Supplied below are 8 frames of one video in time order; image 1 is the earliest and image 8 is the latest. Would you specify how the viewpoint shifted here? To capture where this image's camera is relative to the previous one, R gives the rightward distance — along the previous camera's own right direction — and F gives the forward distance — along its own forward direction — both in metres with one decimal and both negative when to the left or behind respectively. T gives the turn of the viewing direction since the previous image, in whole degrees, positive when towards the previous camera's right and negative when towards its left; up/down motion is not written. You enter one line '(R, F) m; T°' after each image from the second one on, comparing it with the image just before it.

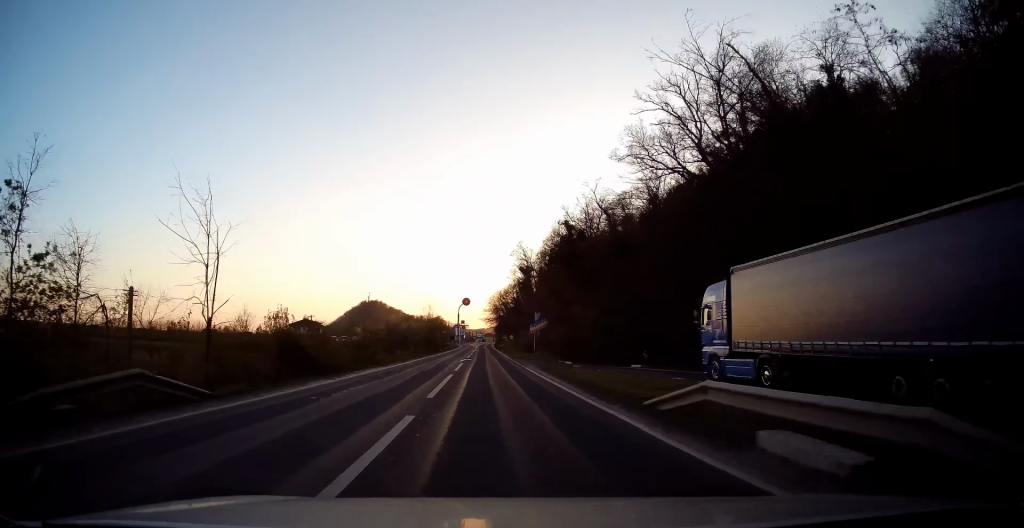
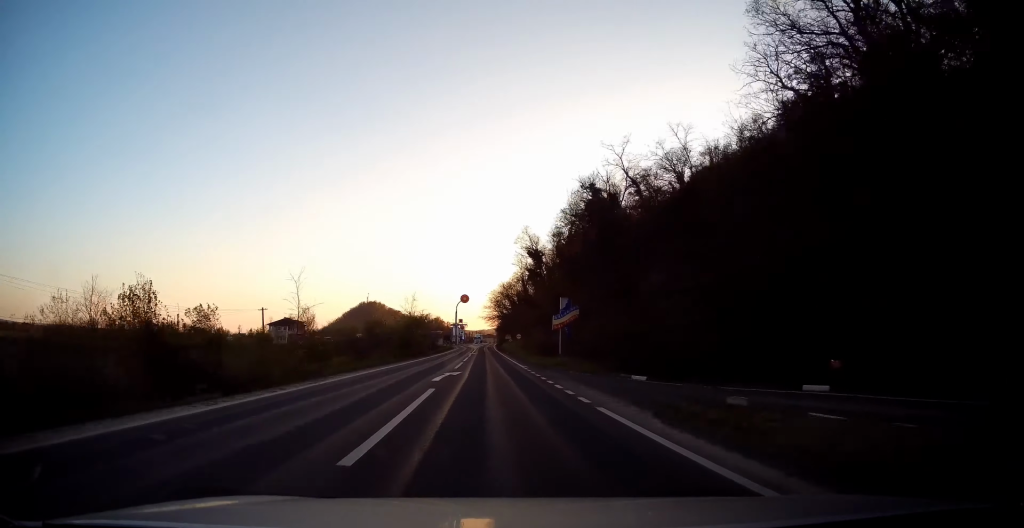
(+0.1, +19.3) m; 0°
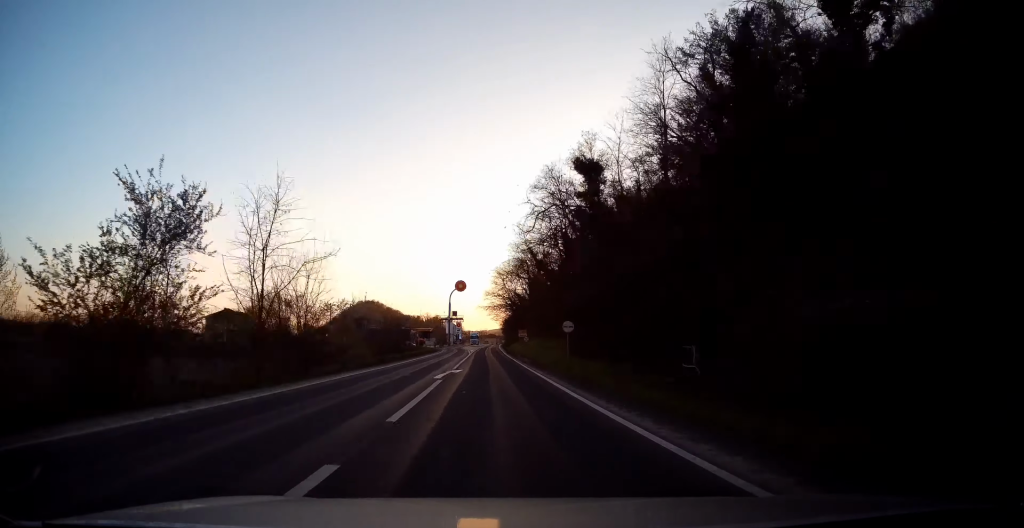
(-0.2, +43.6) m; 0°
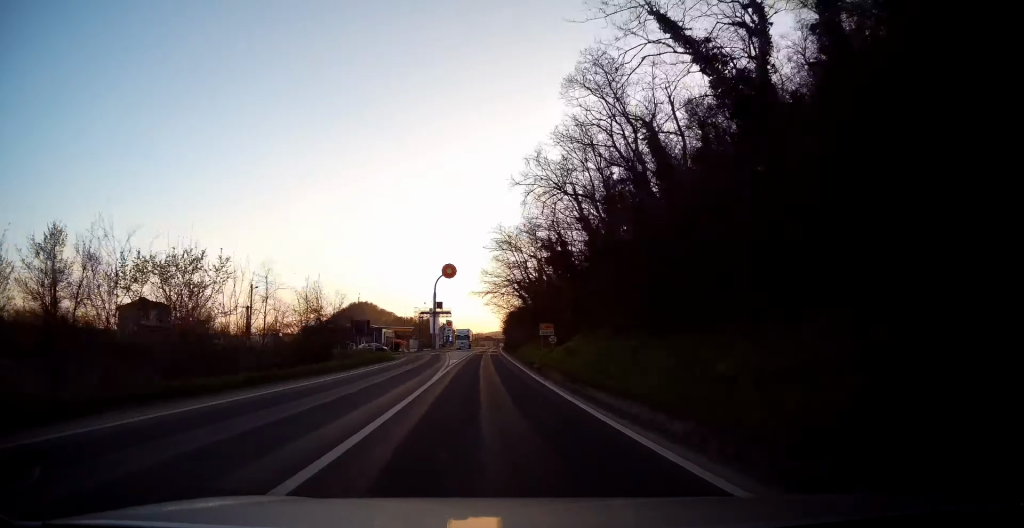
(+0.2, +35.3) m; 0°
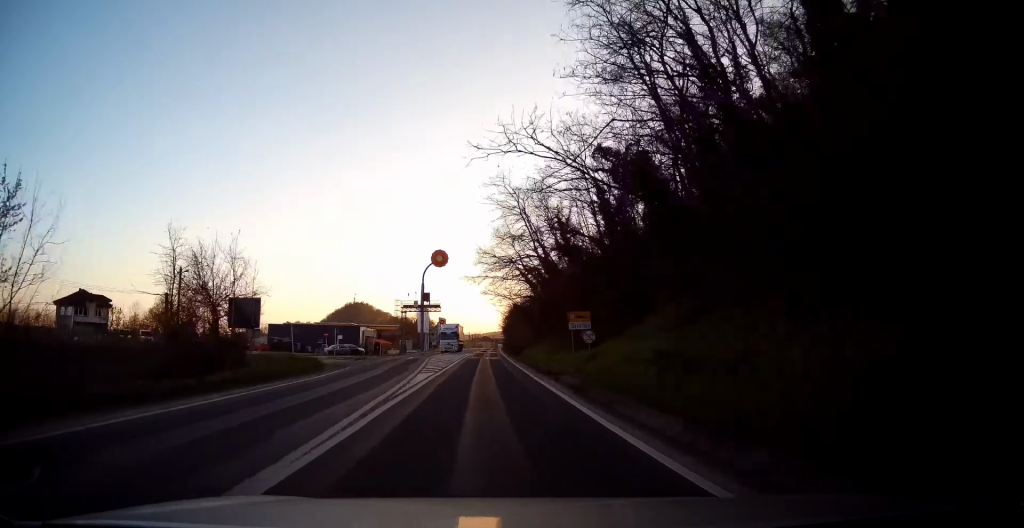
(-0.3, +17.4) m; 0°
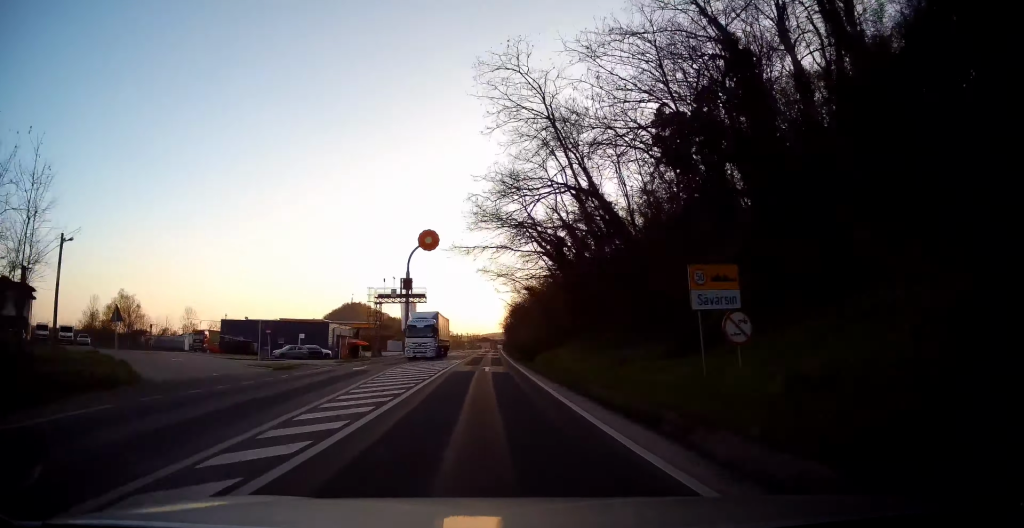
(+0.3, +17.8) m; +1°
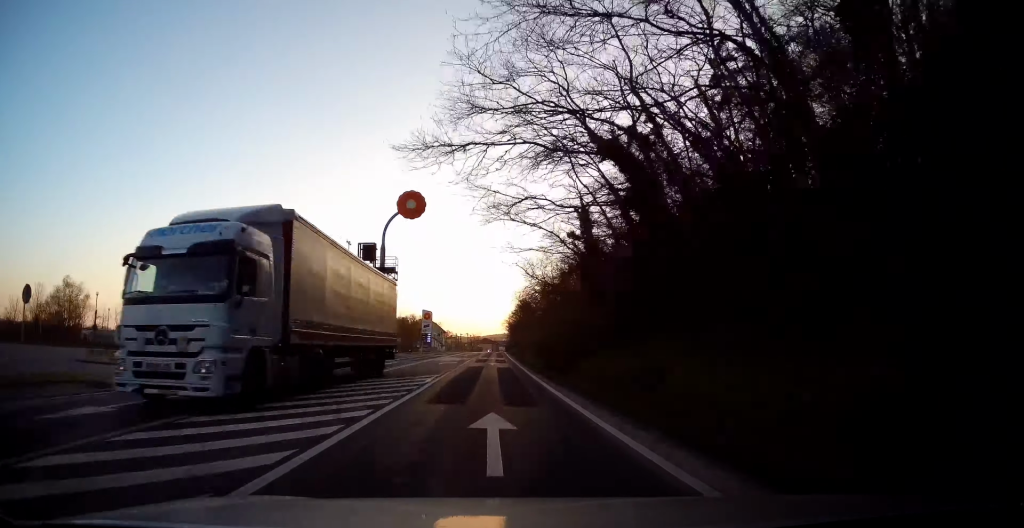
(+0.1, +20.2) m; 0°
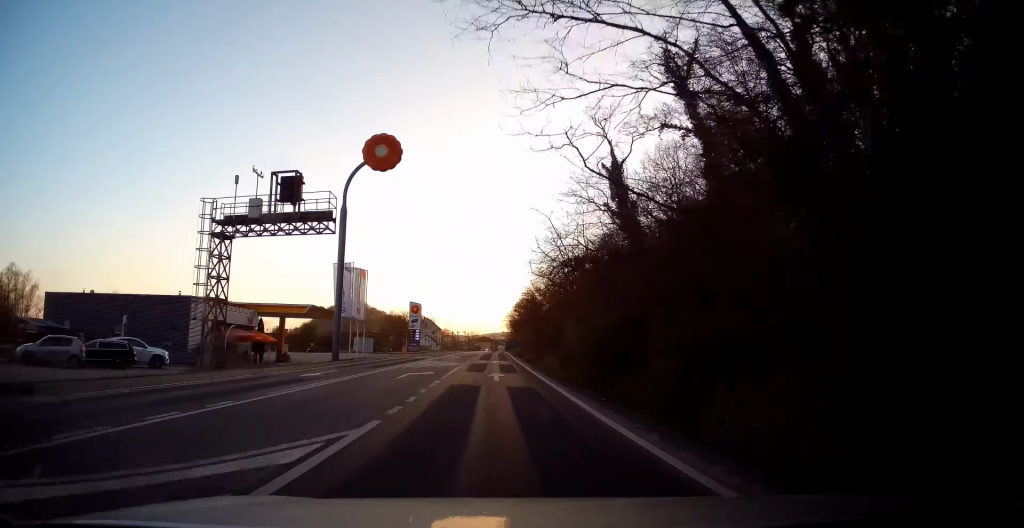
(0.0, +15.9) m; 0°
